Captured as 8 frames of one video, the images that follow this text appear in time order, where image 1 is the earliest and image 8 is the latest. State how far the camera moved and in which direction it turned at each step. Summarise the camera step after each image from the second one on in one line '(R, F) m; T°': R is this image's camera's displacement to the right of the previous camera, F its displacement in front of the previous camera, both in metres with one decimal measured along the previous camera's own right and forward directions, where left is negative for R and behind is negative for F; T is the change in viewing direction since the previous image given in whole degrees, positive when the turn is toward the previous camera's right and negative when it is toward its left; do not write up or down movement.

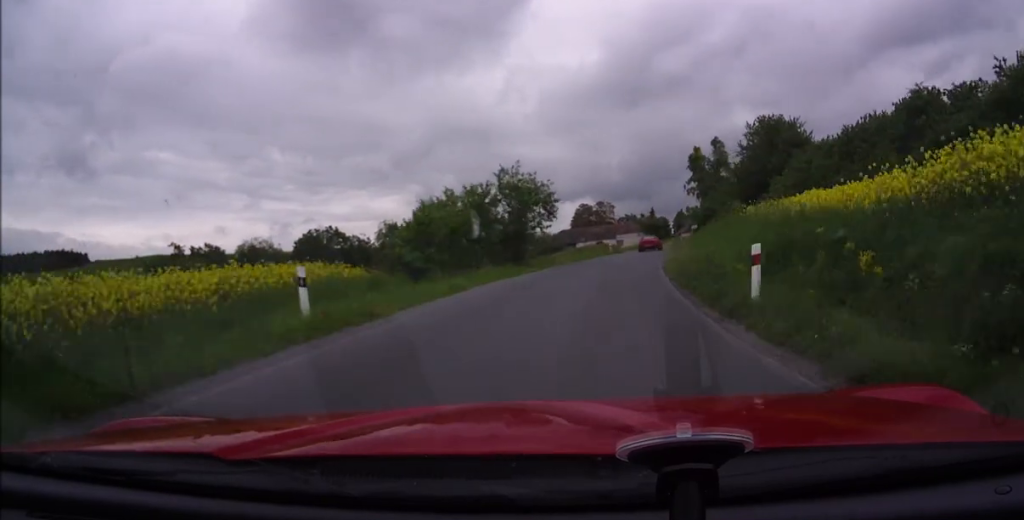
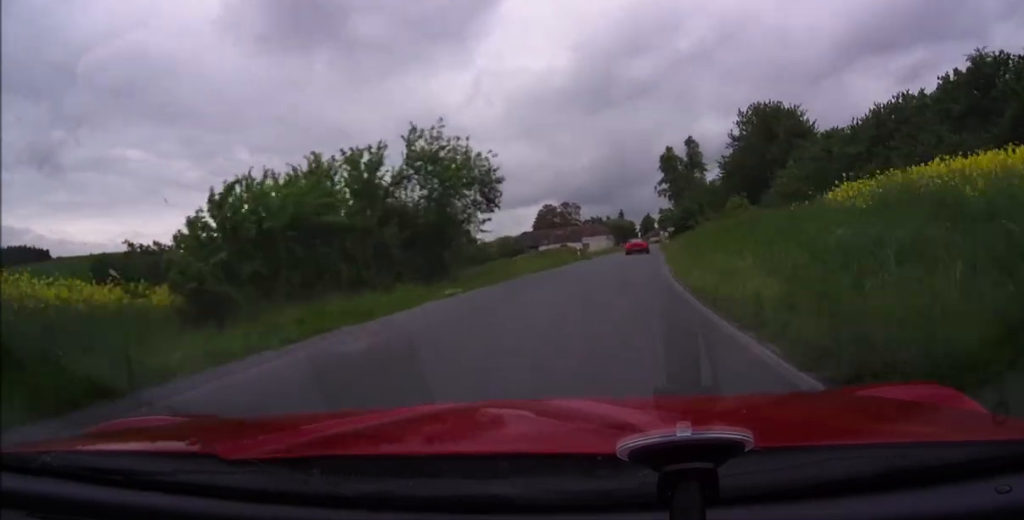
(-0.3, +12.8) m; +2°
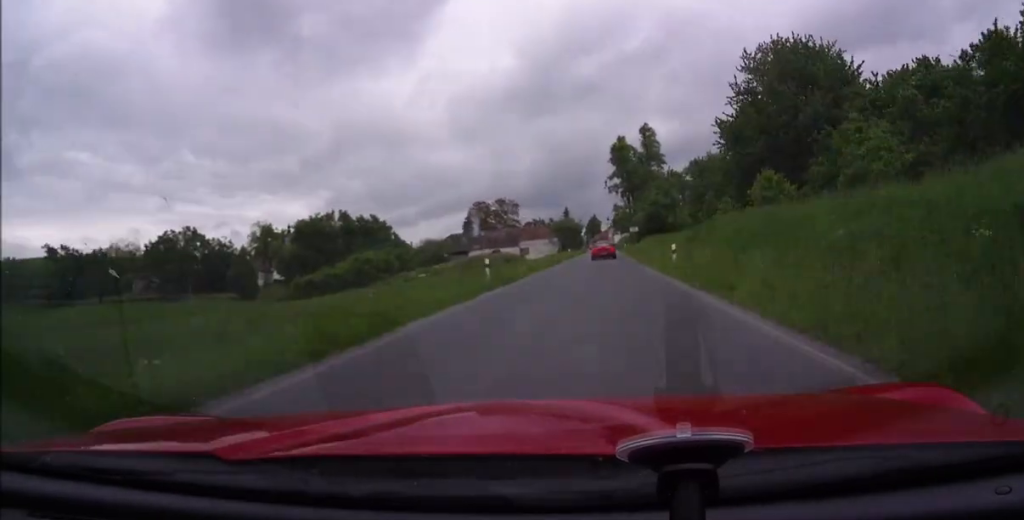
(+1.5, +25.2) m; +6°
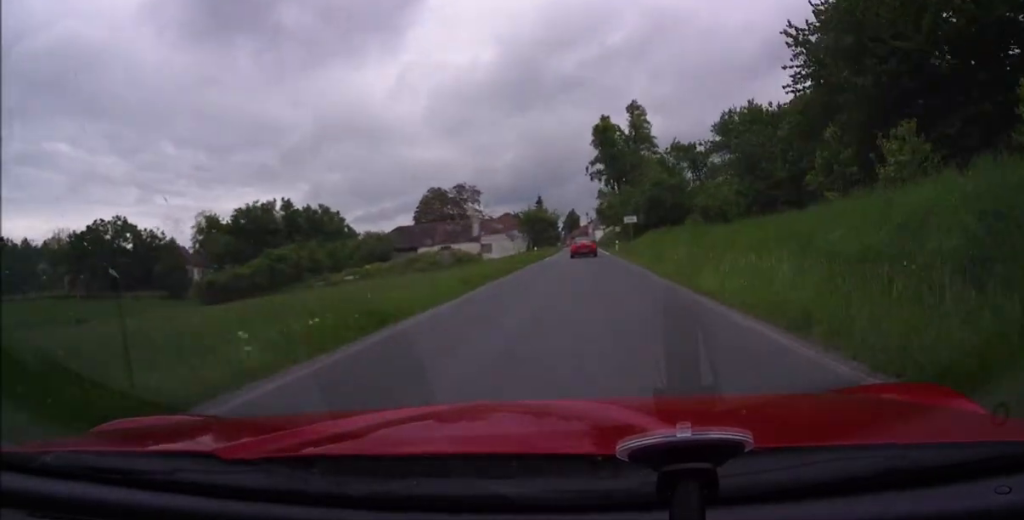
(+1.3, +24.7) m; +2°
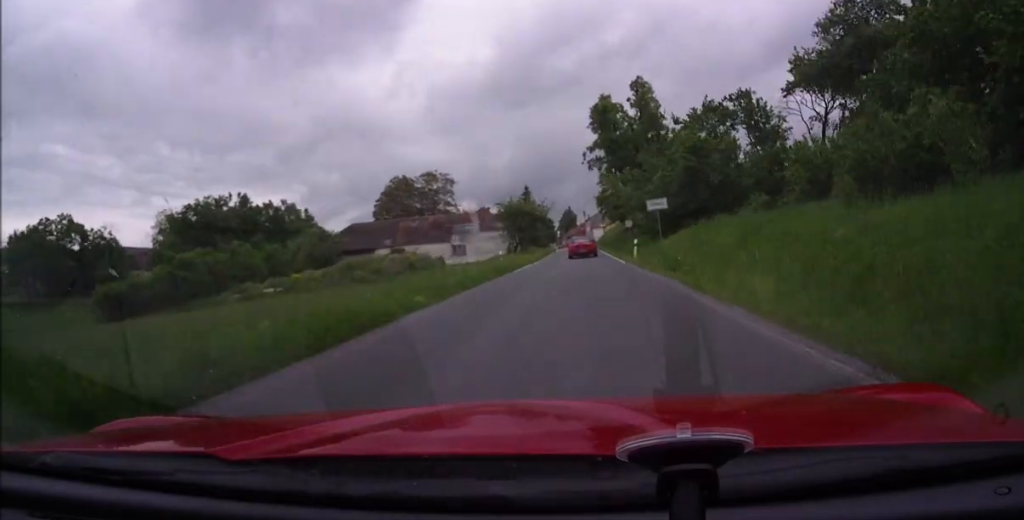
(-0.3, +21.5) m; +2°
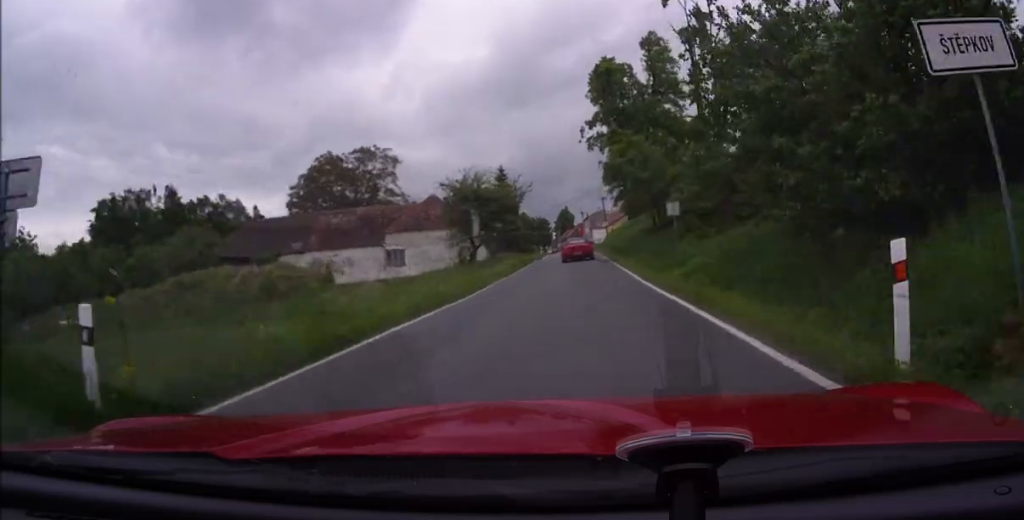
(+1.7, +26.9) m; +5°
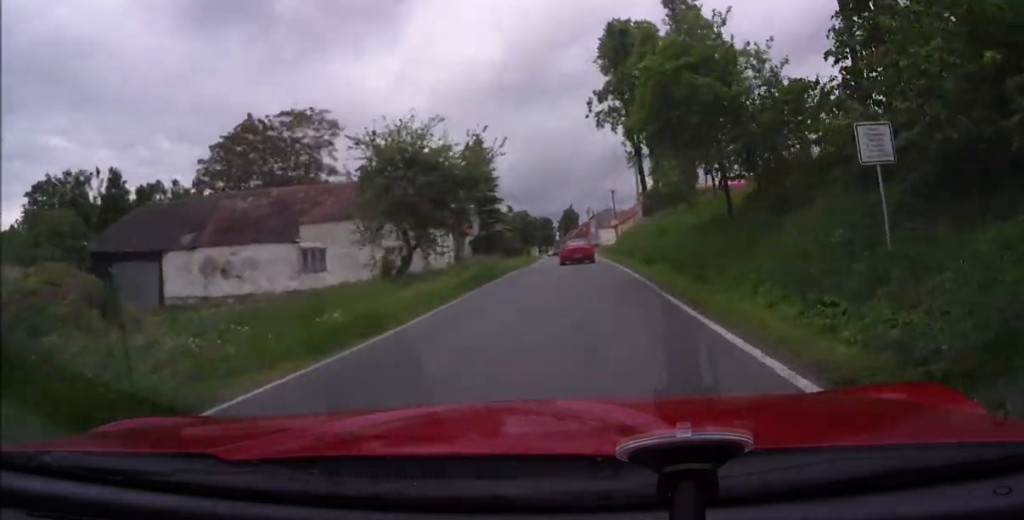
(-0.1, +17.4) m; -2°
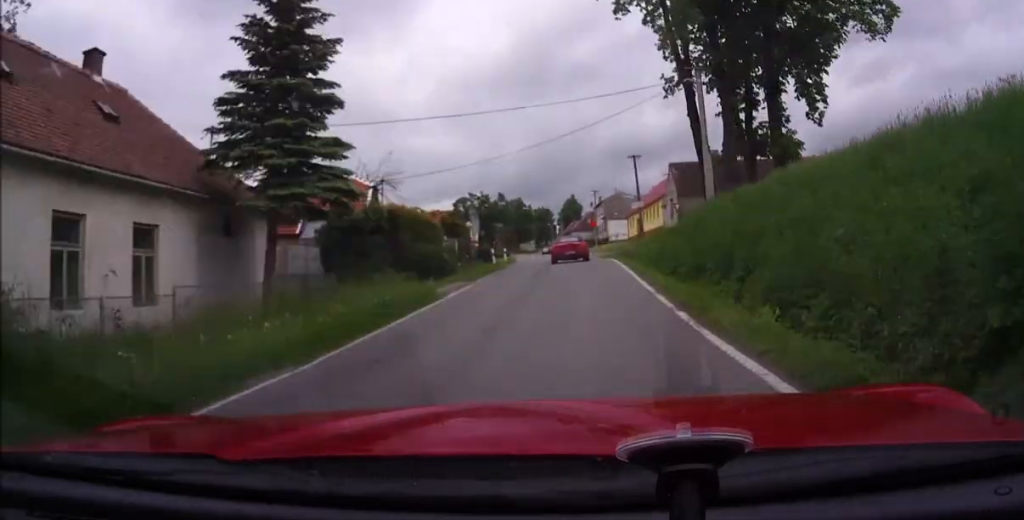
(-1.4, +33.8) m; -2°
